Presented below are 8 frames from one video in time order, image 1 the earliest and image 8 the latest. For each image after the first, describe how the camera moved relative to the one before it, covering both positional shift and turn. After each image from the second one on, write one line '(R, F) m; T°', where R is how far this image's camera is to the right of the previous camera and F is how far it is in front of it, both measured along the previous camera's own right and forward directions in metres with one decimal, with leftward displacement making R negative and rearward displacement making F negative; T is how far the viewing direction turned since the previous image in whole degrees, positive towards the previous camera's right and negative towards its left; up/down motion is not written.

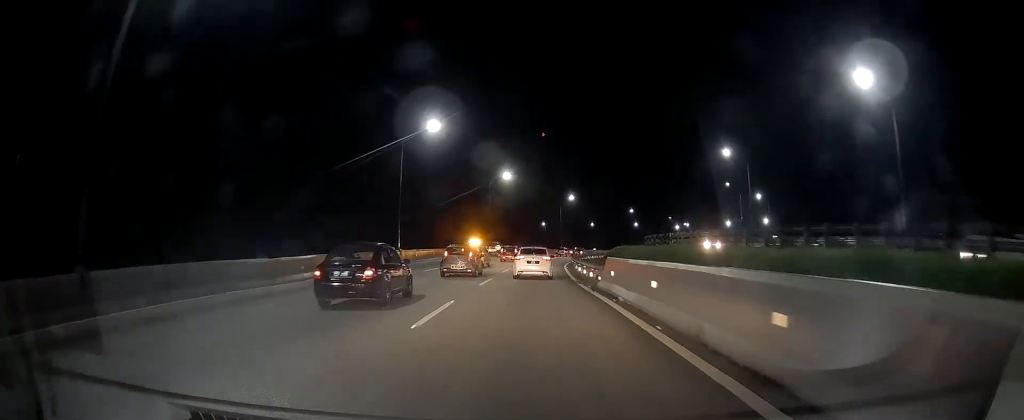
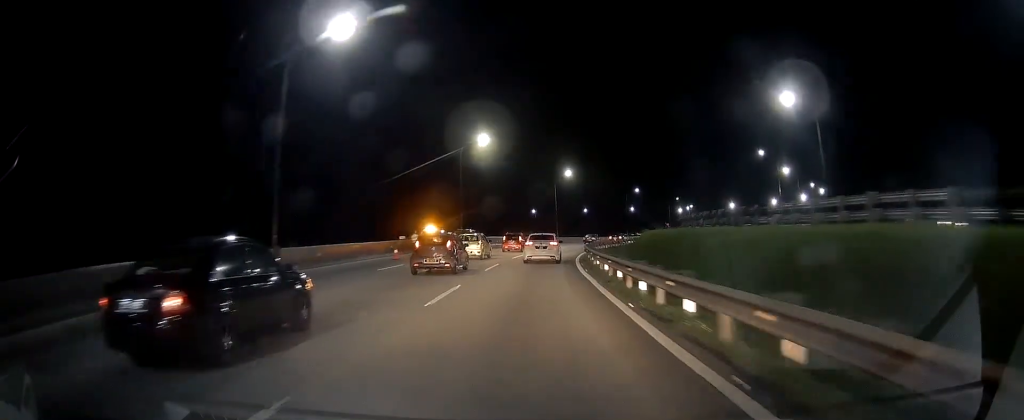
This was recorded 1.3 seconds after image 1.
(0.0, +21.9) m; +2°
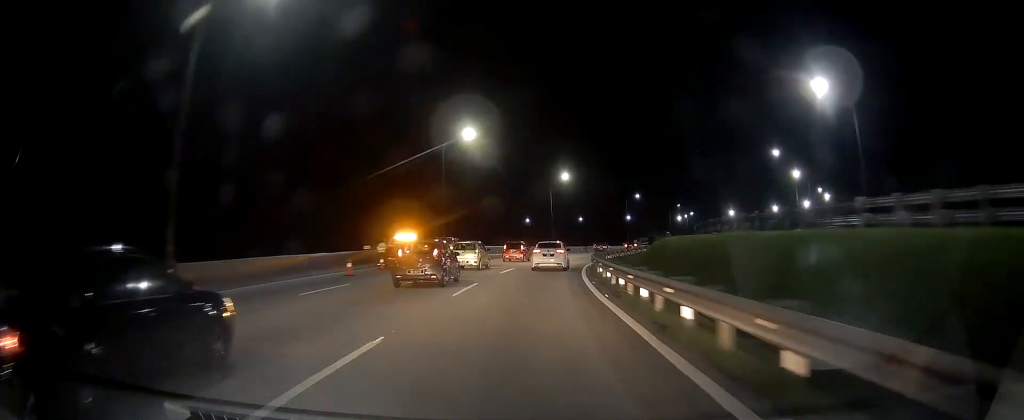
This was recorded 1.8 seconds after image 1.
(-0.2, +7.9) m; +1°
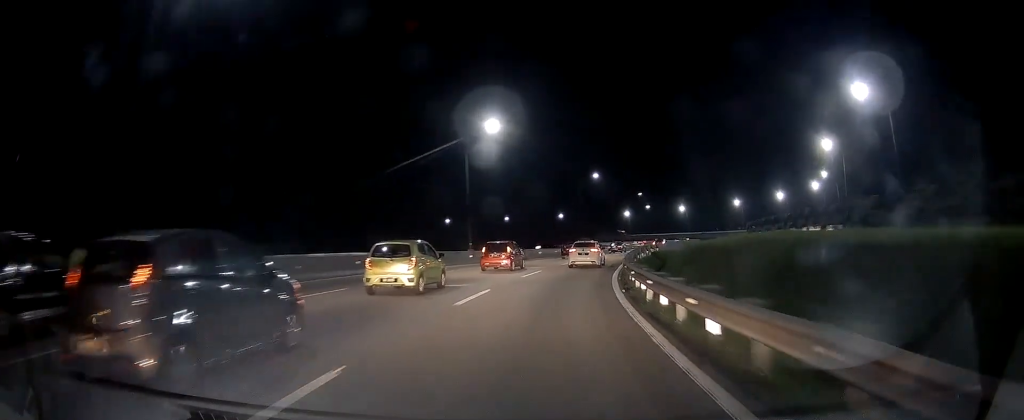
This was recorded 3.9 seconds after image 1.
(+0.5, +37.1) m; +4°
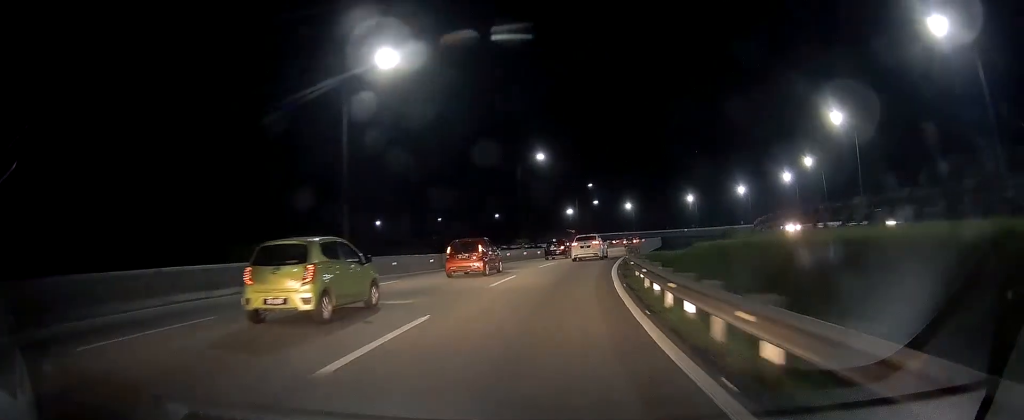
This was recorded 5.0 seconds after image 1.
(+1.5, +18.4) m; +6°
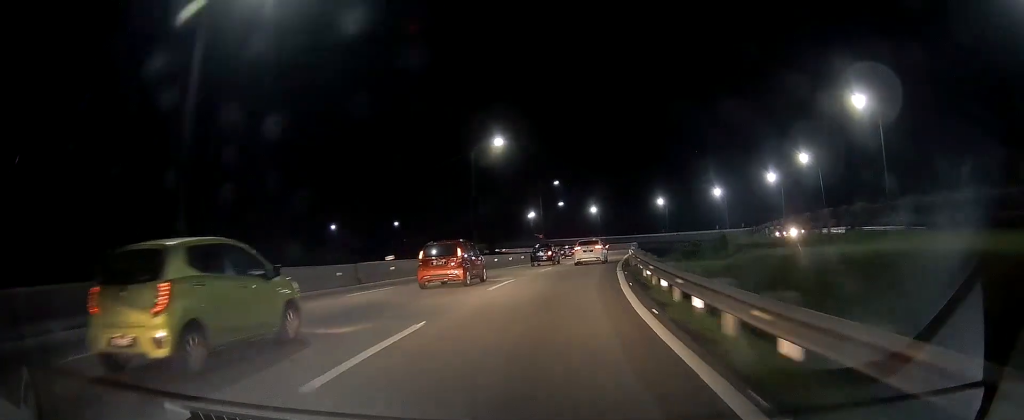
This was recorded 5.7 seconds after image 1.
(0.0, +12.2) m; +3°
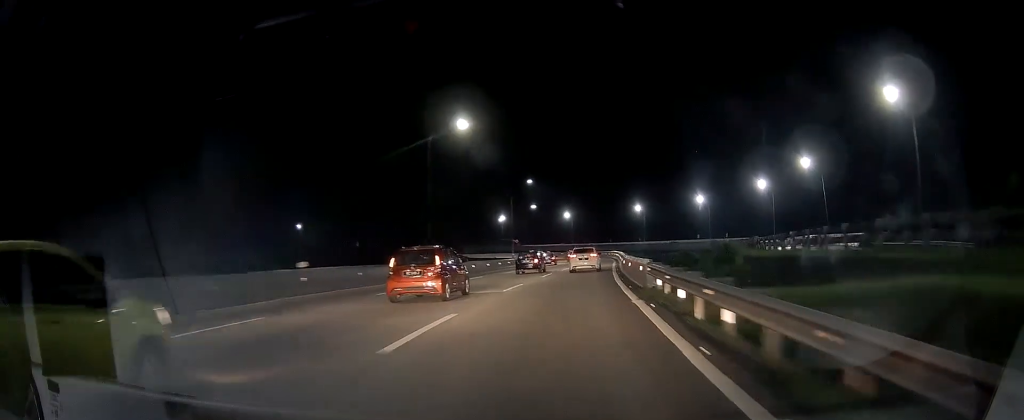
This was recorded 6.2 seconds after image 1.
(+0.5, +9.3) m; +3°
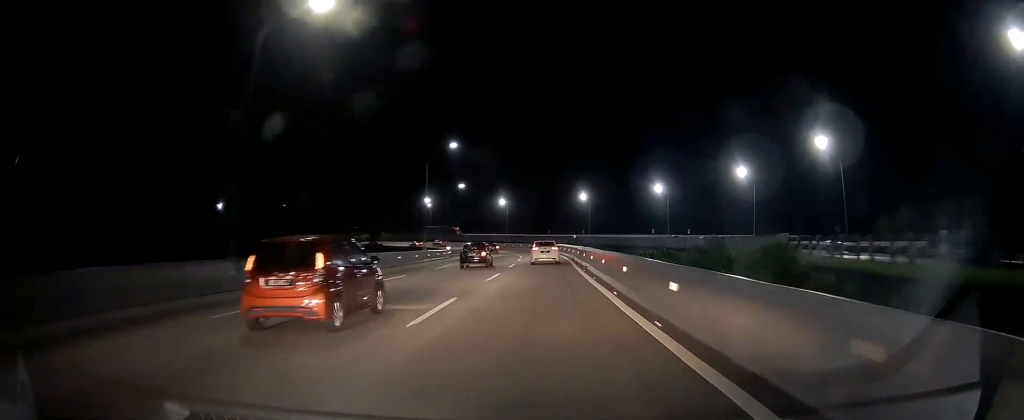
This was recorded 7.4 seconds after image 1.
(+1.4, +21.1) m; +8°
